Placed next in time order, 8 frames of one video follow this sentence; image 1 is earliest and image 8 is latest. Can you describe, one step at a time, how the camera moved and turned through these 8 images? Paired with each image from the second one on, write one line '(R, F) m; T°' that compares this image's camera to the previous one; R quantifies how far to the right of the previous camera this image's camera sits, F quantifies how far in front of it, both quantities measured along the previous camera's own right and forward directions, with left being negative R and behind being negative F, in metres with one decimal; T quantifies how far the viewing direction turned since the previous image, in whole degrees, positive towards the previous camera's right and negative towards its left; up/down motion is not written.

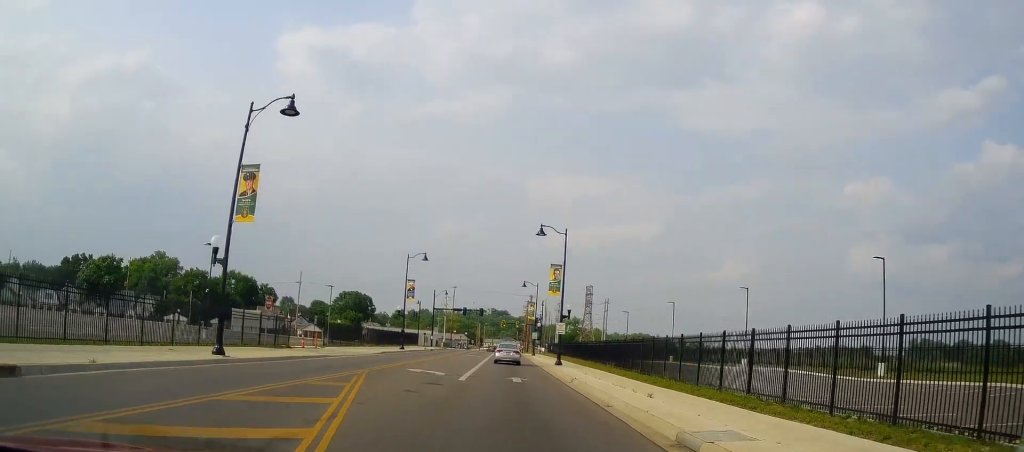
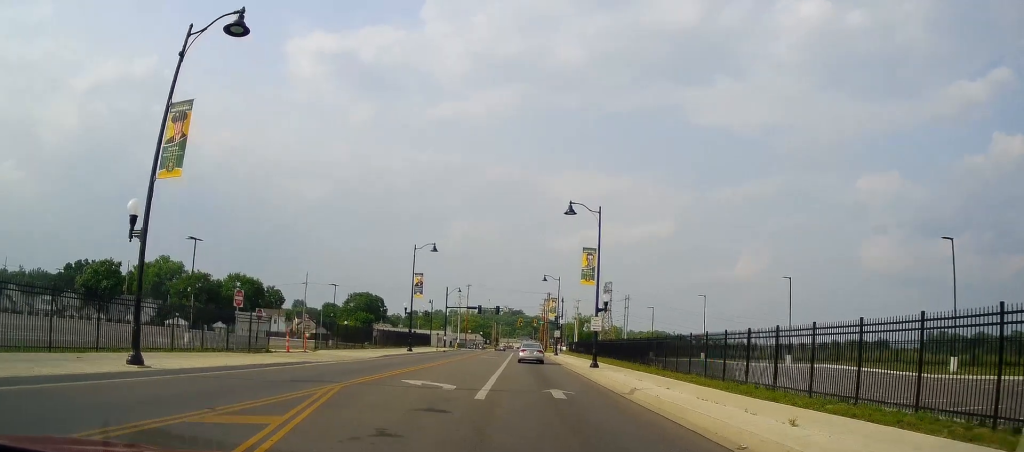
(0.0, +6.8) m; -1°
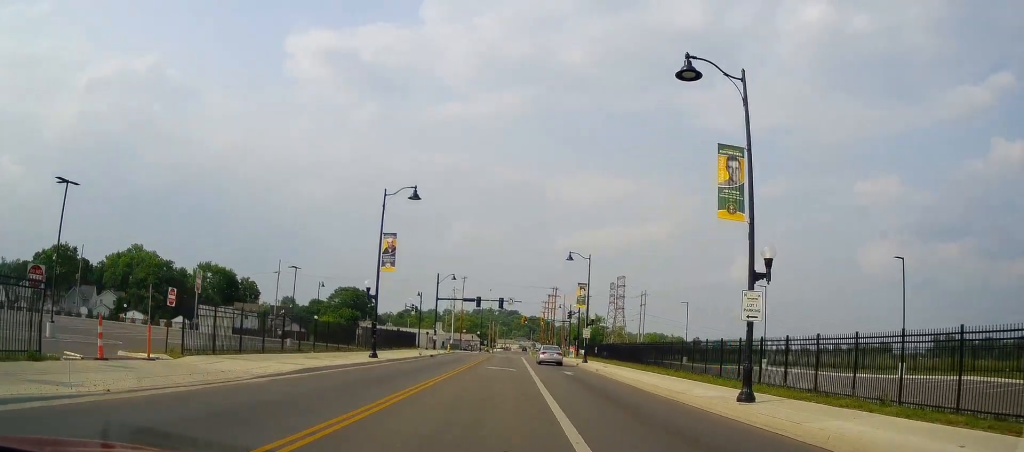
(-0.9, +19.0) m; -1°
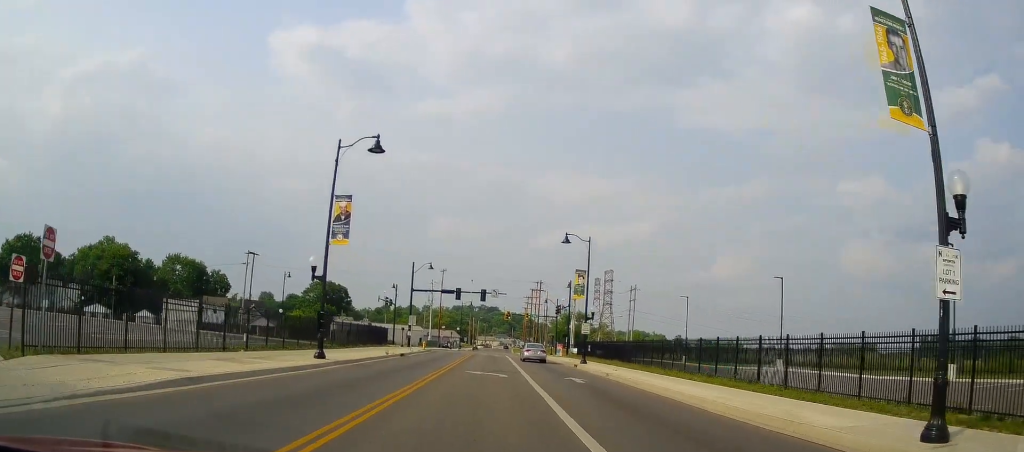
(+0.3, +8.0) m; +2°
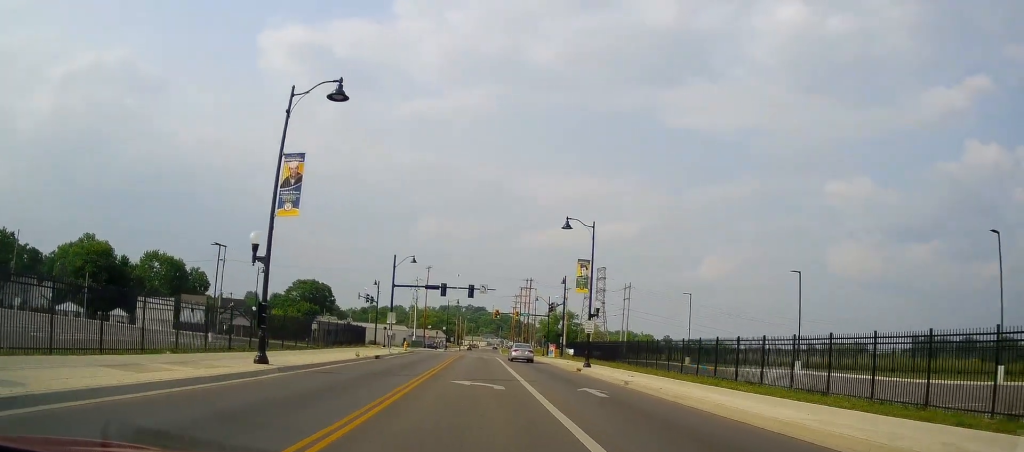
(+0.3, +5.9) m; +1°
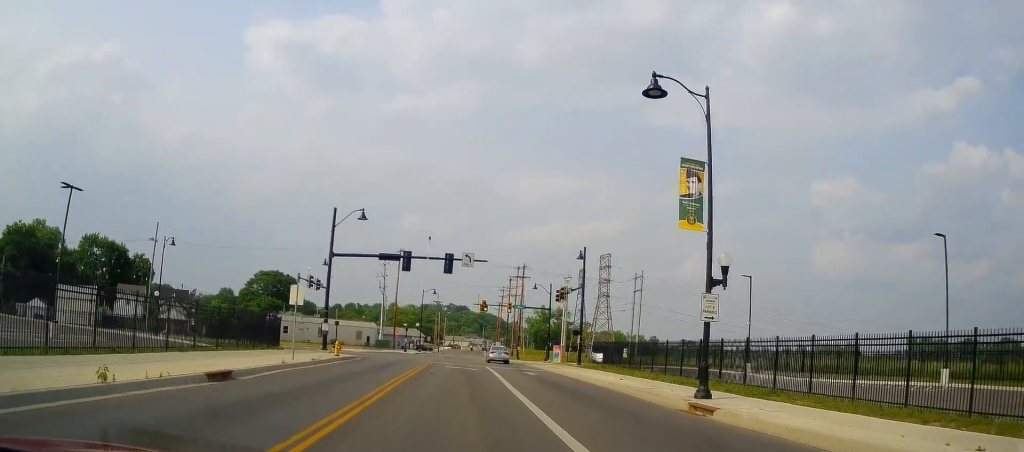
(+1.3, +21.4) m; +5°
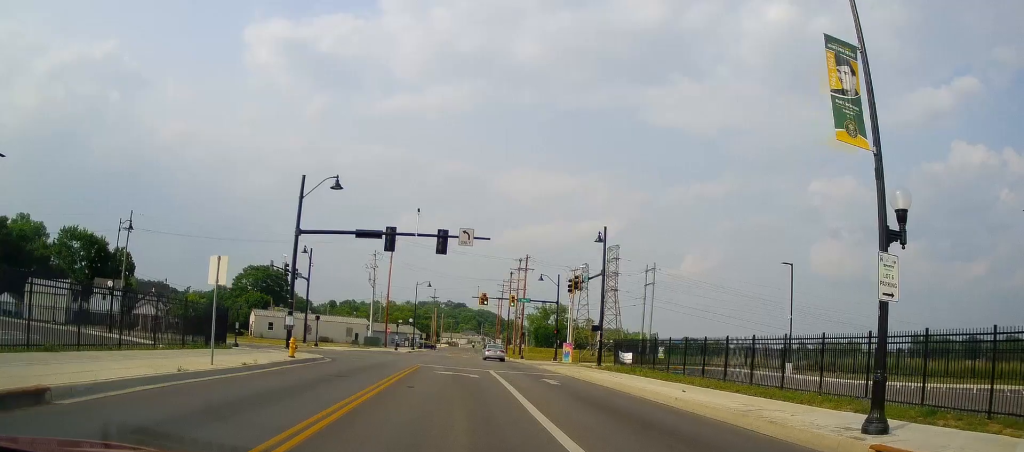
(+0.1, +8.1) m; -1°
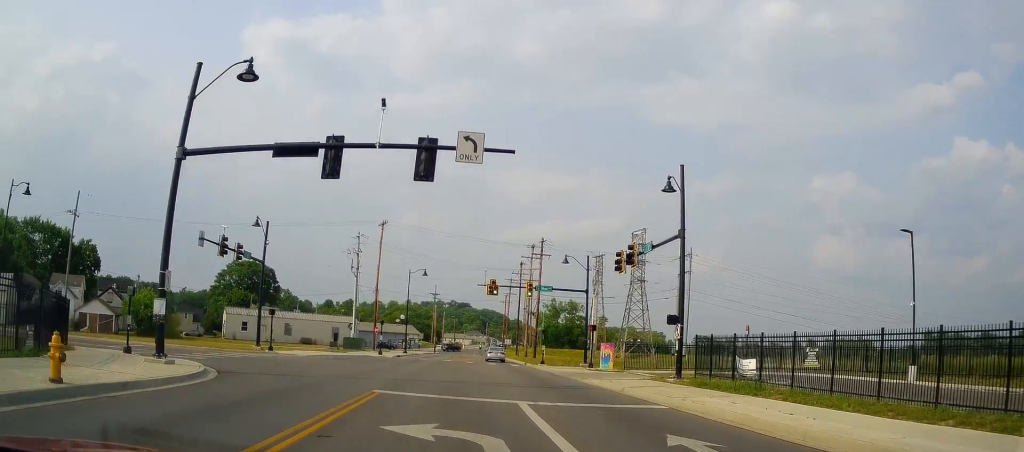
(-0.7, +15.5) m; -3°
